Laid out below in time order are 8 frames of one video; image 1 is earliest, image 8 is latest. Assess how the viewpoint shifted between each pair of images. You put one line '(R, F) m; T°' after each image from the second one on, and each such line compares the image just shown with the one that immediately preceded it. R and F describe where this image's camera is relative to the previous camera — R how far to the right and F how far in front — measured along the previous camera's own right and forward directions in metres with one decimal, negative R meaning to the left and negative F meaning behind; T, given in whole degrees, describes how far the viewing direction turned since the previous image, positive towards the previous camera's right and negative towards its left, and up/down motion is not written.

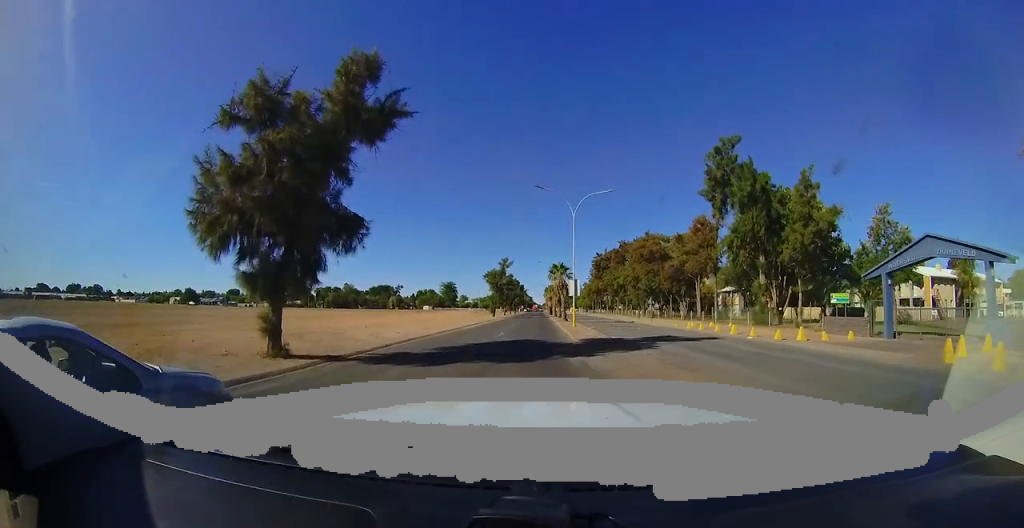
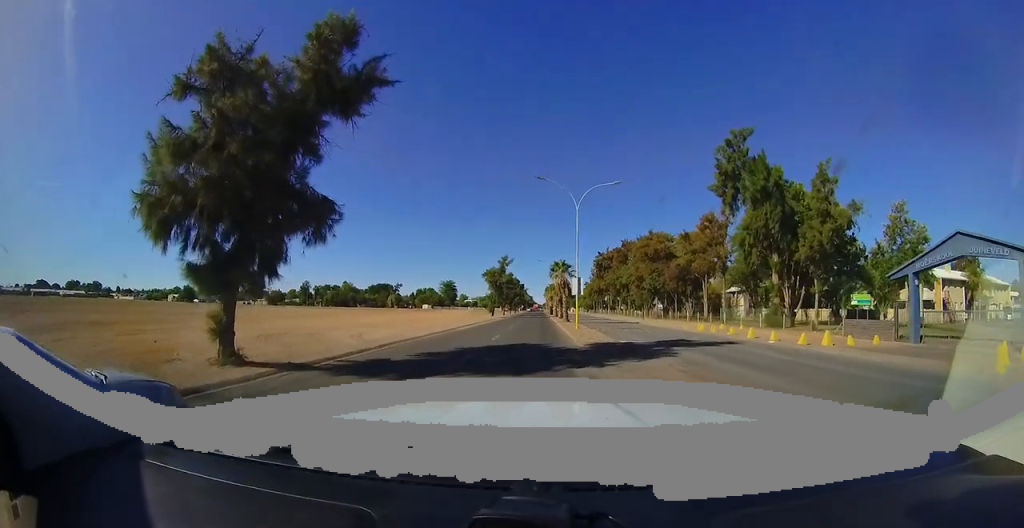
(+0.1, +1.7) m; +1°
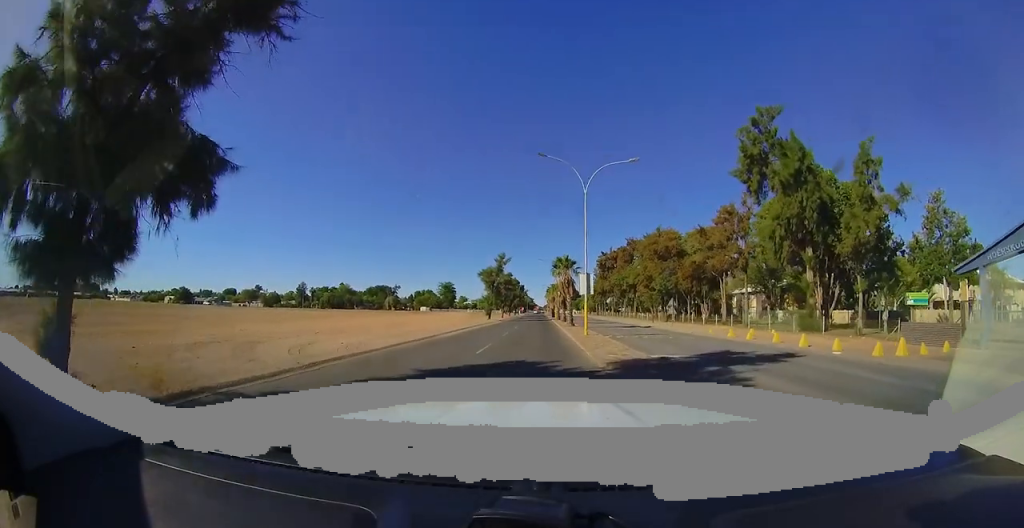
(0.0, +3.9) m; -1°
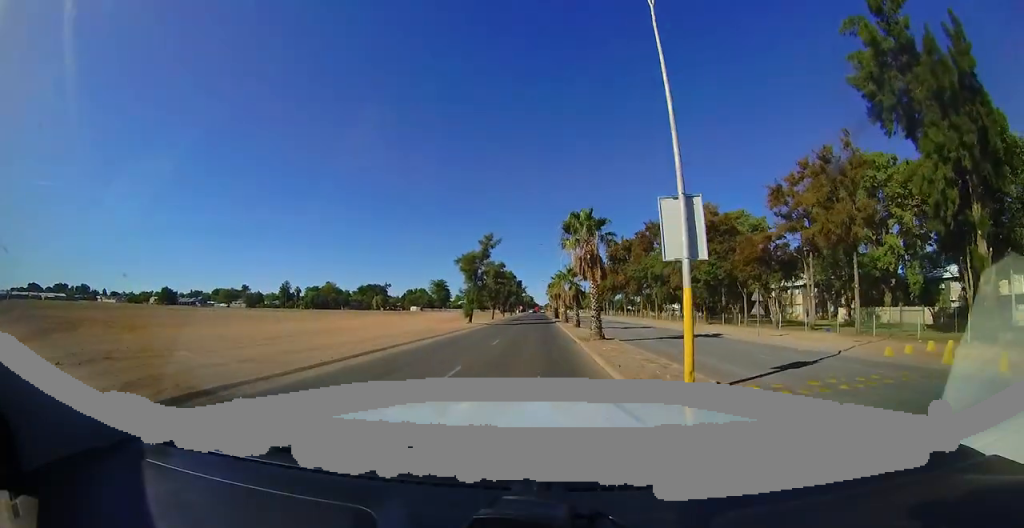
(-0.1, +12.6) m; +1°
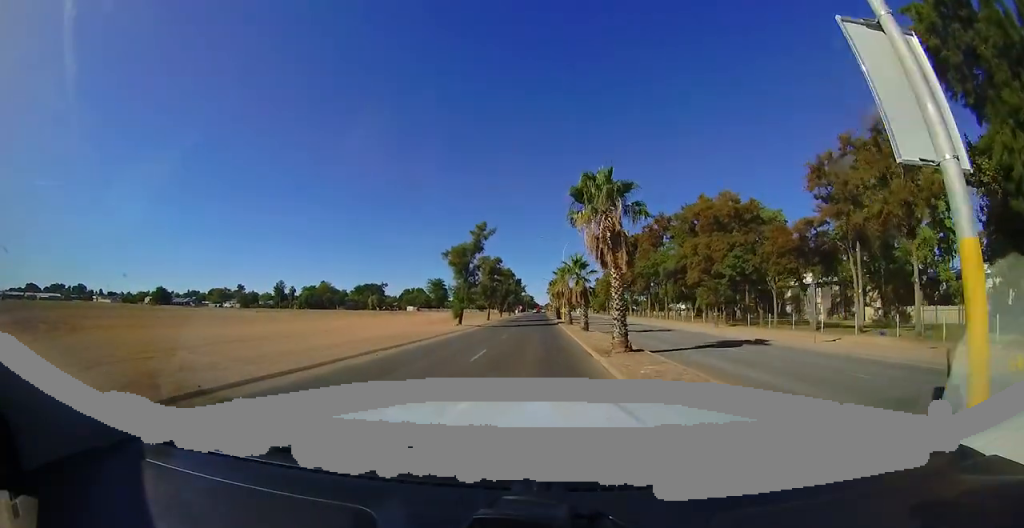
(+0.1, +4.4) m; +1°
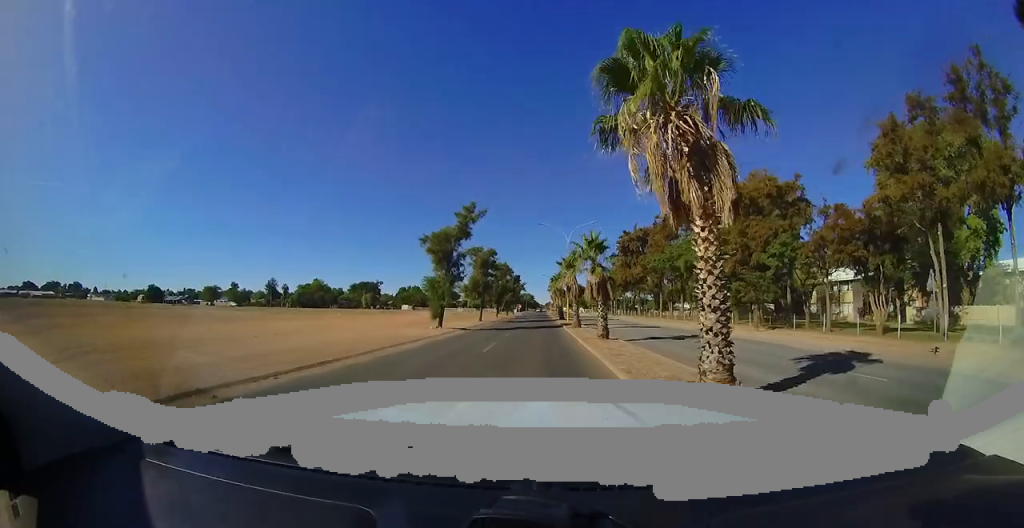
(0.0, +6.3) m; 0°
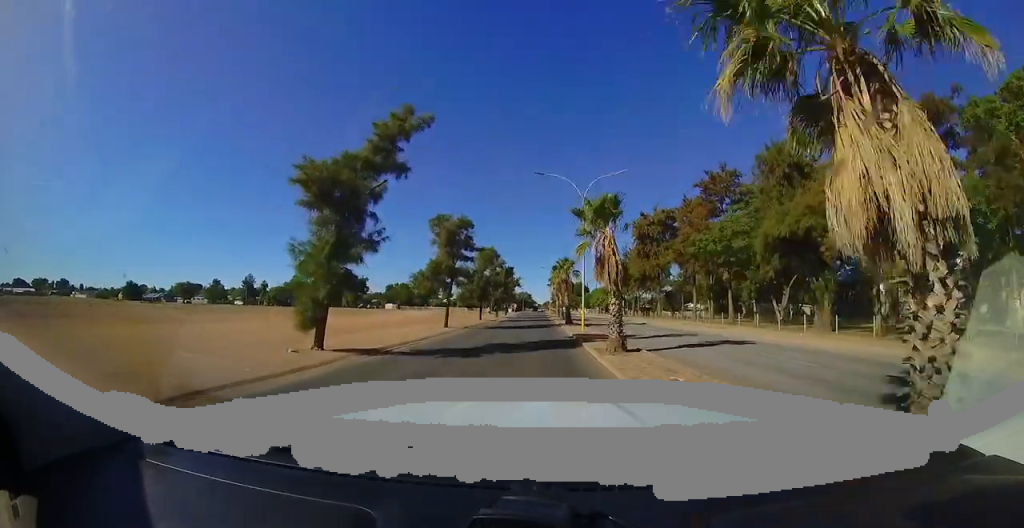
(-0.1, +13.7) m; -1°
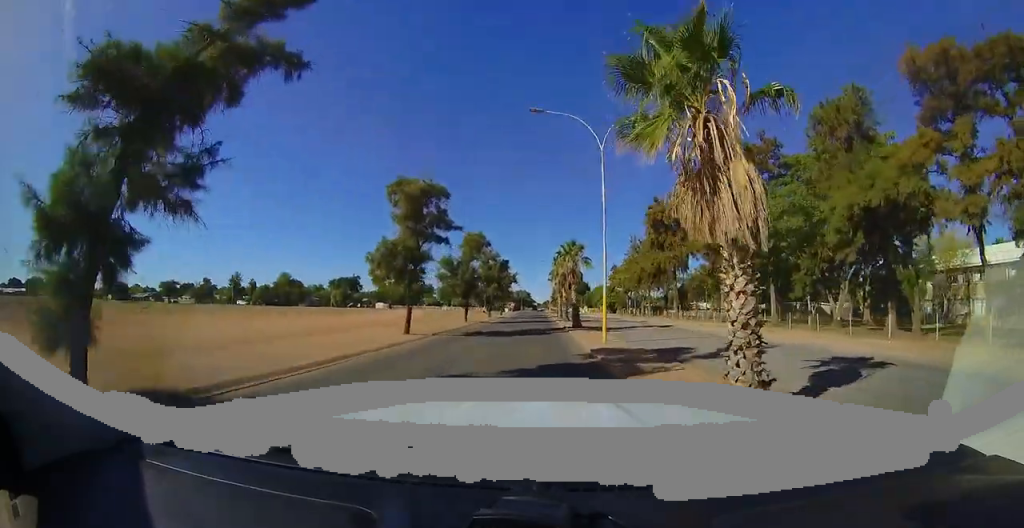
(0.0, +7.7) m; 0°
